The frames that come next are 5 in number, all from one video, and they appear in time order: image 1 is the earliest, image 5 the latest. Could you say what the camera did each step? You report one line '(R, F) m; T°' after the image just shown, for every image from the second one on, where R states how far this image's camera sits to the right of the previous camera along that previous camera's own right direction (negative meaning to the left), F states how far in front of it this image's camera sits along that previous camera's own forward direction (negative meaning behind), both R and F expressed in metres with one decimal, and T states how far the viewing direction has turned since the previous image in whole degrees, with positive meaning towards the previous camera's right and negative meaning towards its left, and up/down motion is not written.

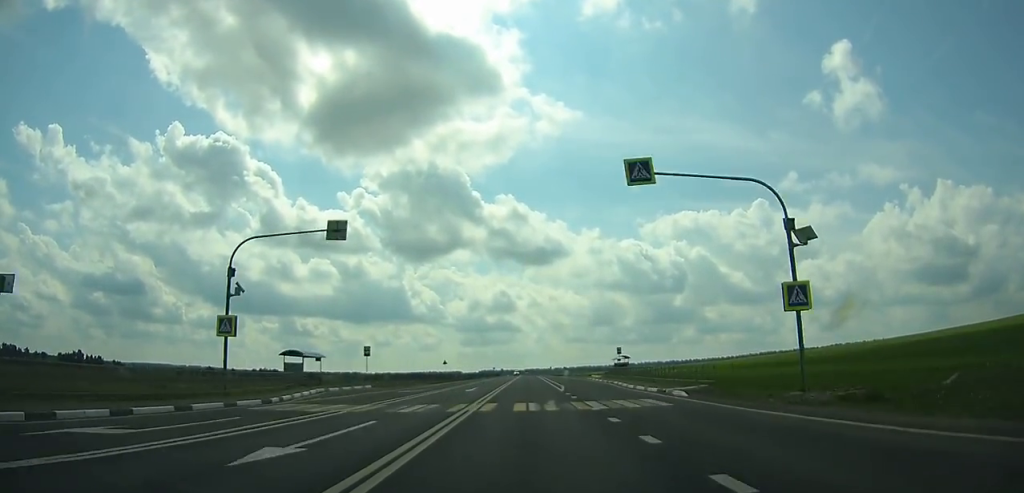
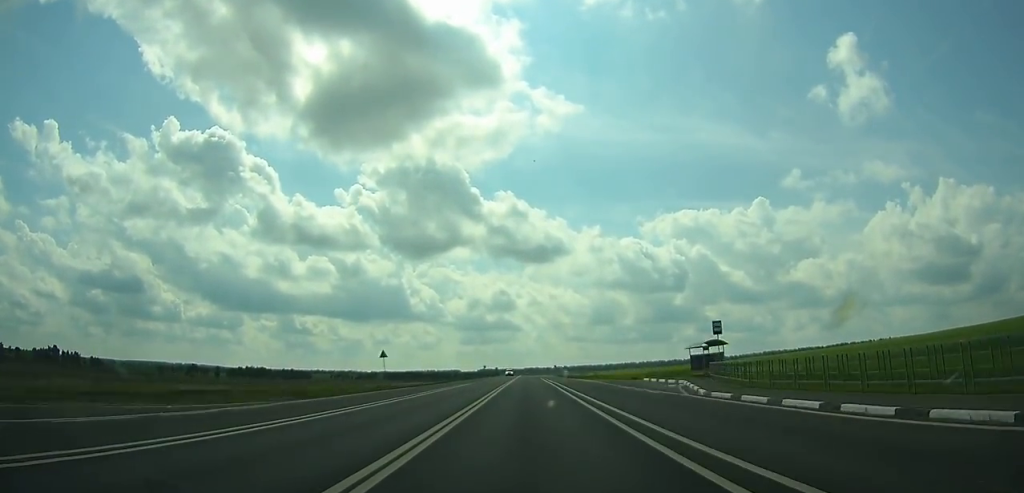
(0.0, +41.2) m; 0°
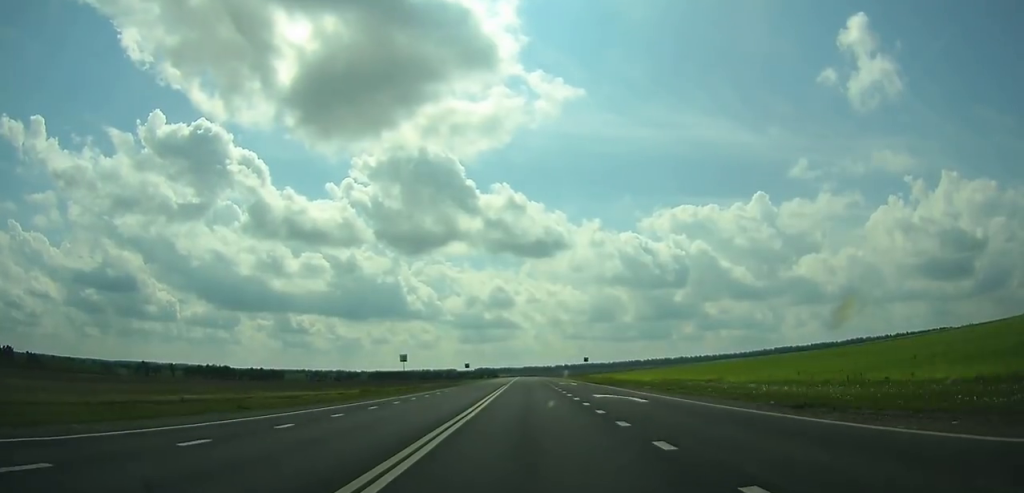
(-0.3, +103.1) m; 0°
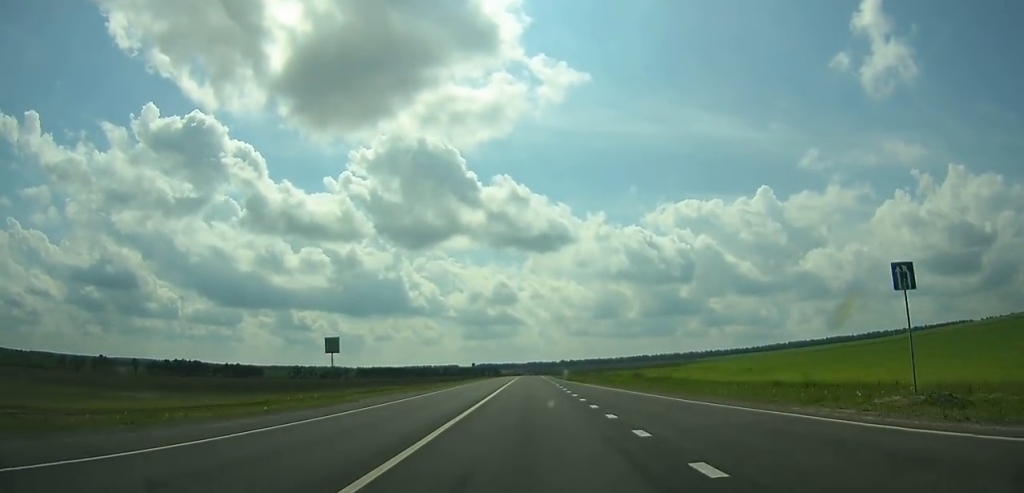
(+0.1, +79.0) m; 0°
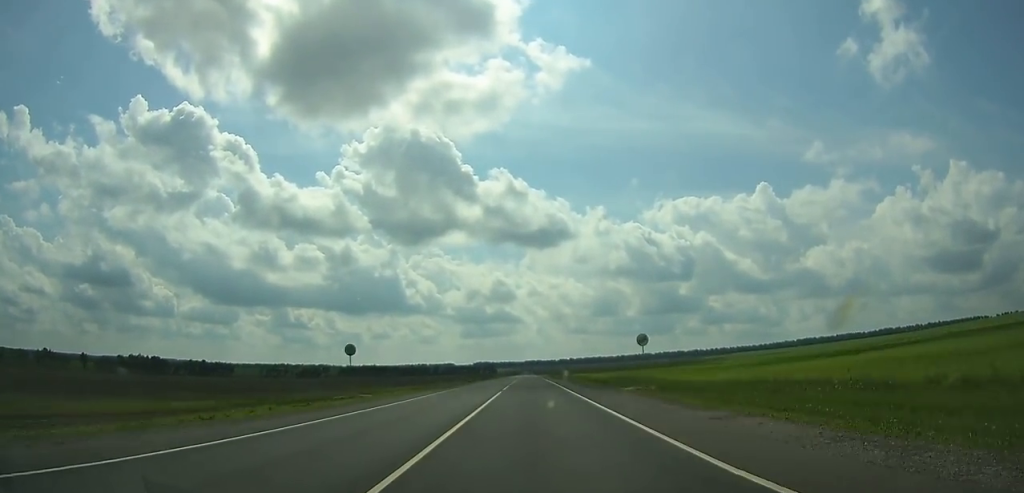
(-0.1, +75.3) m; 0°
